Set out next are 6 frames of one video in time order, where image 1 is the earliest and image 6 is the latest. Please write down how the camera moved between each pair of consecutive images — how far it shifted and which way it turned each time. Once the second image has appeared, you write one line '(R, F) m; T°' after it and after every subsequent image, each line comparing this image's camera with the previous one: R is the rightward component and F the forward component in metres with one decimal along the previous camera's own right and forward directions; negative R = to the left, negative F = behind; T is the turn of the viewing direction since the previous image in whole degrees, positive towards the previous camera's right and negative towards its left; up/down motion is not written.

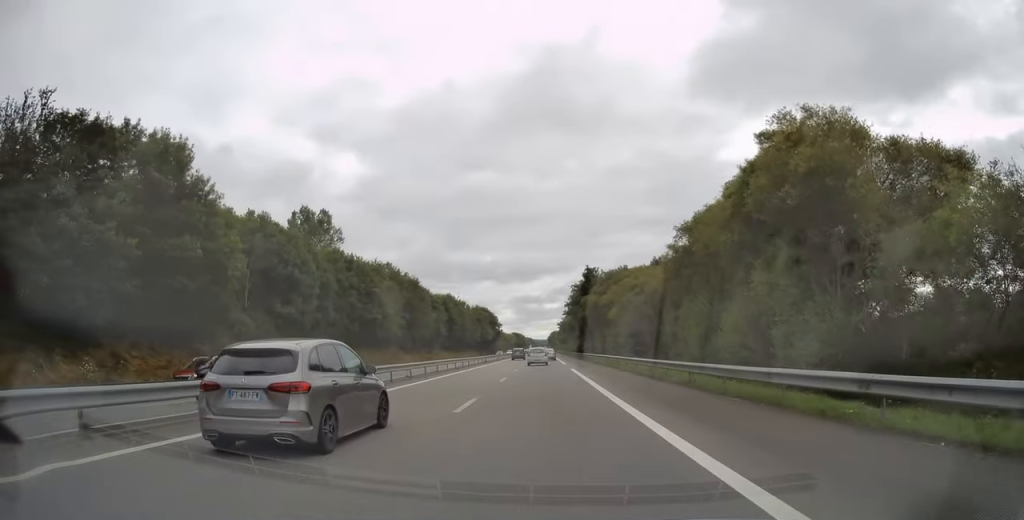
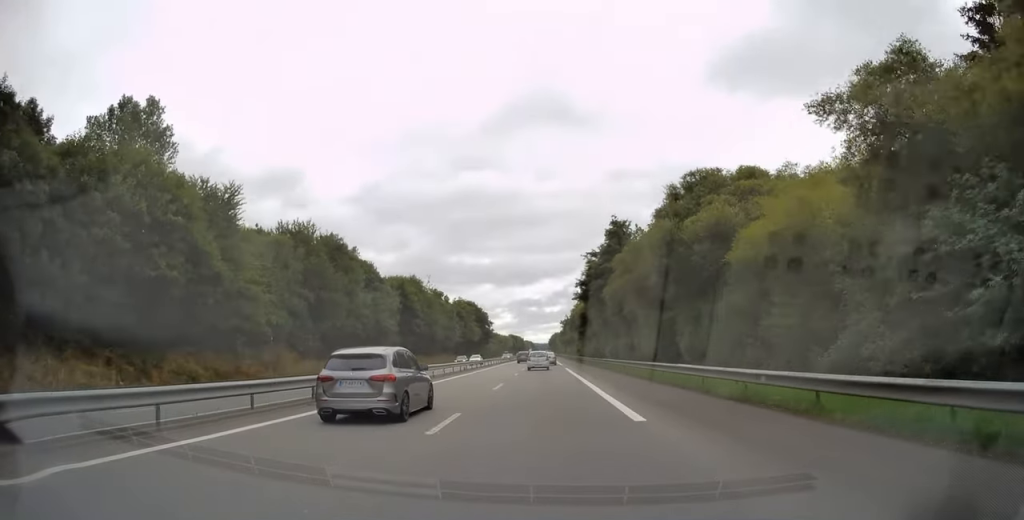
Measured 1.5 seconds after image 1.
(-0.1, +41.8) m; 0°
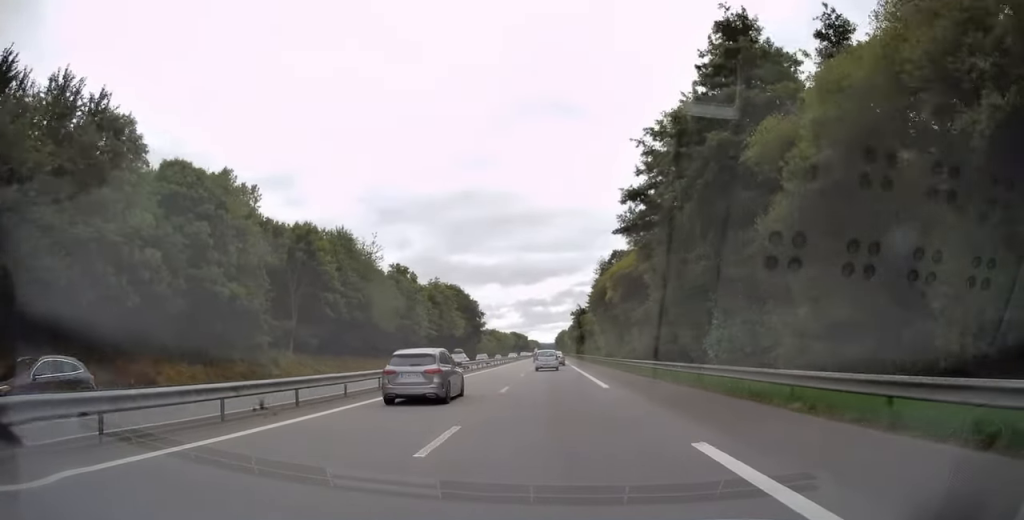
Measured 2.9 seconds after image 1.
(+0.1, +41.8) m; 0°
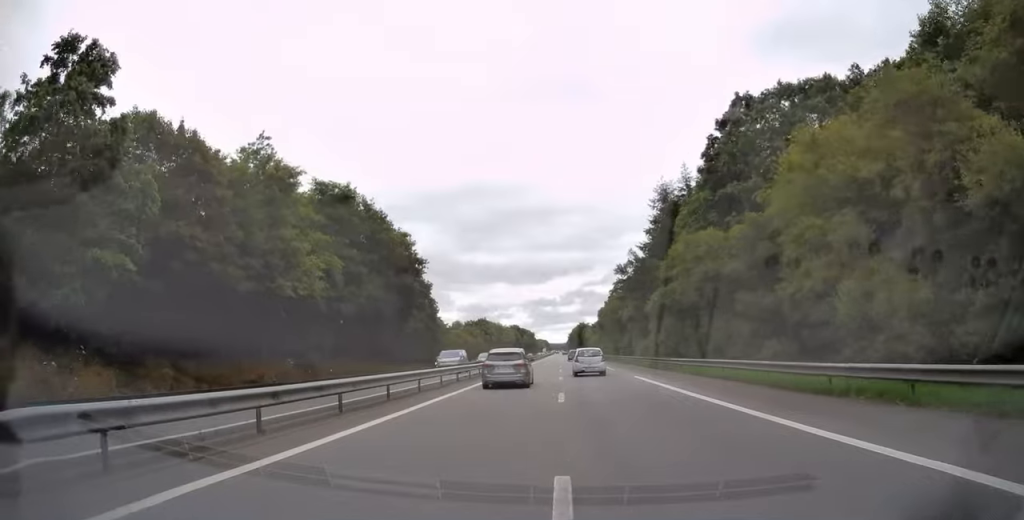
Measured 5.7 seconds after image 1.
(-0.9, +81.0) m; -1°
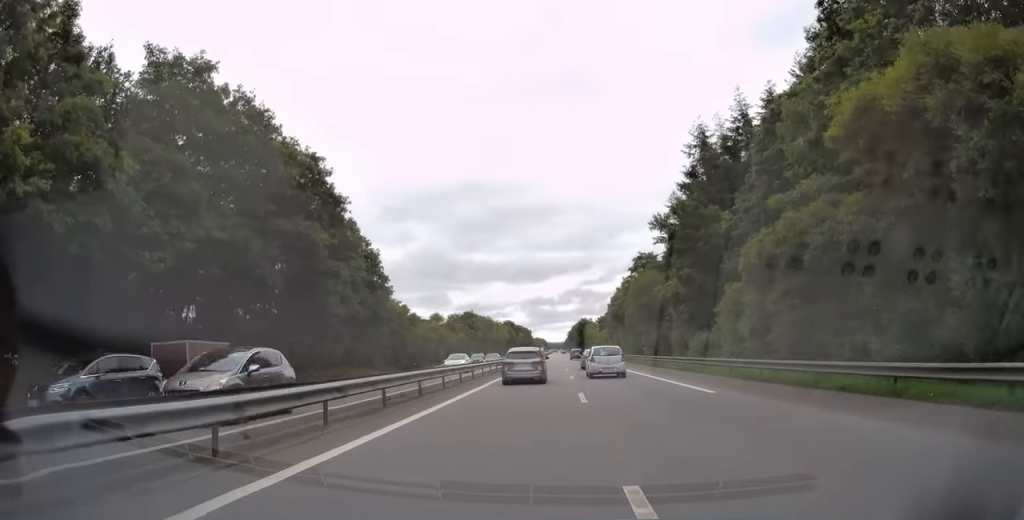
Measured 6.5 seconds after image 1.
(+0.1, +26.4) m; 0°
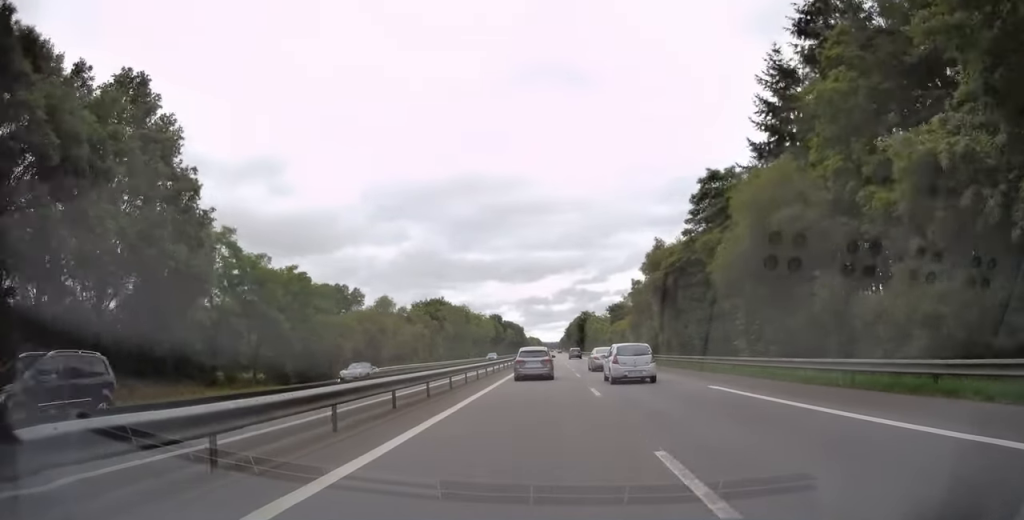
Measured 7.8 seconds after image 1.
(+0.1, +36.9) m; 0°
